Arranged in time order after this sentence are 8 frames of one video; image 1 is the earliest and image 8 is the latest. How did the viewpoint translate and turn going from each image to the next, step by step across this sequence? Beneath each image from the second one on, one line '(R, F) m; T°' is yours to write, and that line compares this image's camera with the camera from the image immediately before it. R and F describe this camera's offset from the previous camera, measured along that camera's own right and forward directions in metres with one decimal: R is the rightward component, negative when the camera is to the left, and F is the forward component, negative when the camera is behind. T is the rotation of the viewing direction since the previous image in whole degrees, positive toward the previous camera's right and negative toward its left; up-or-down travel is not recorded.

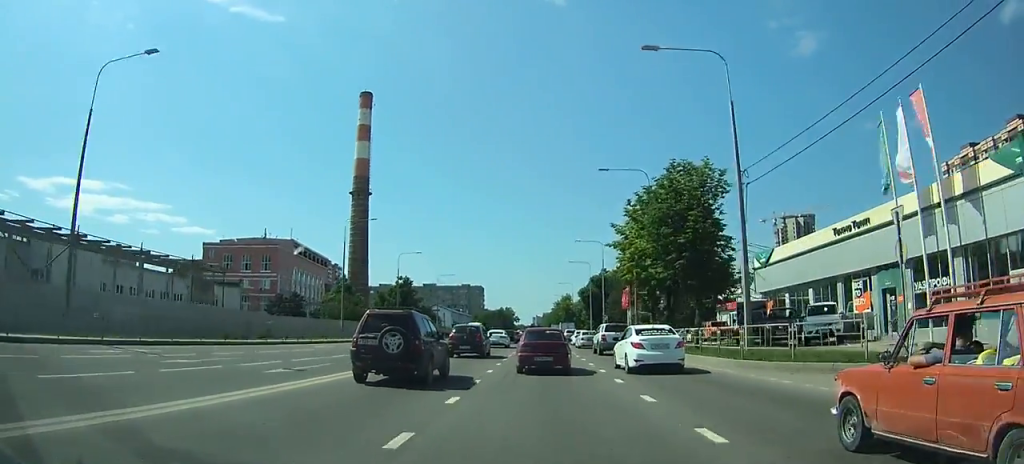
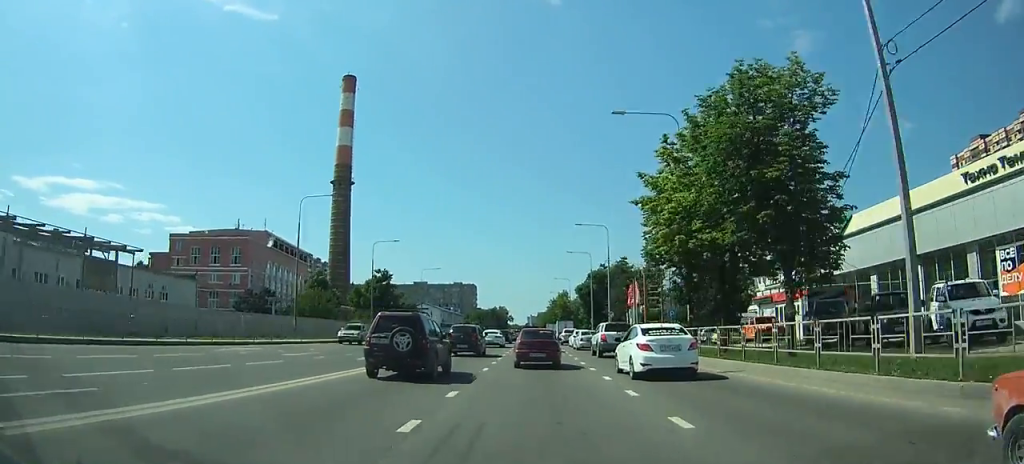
(+0.1, +9.6) m; +1°
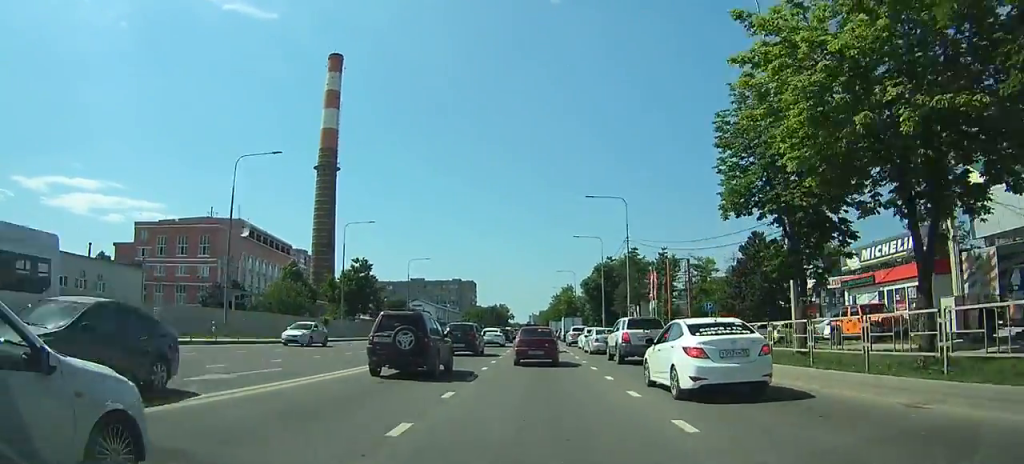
(+0.1, +11.1) m; 0°
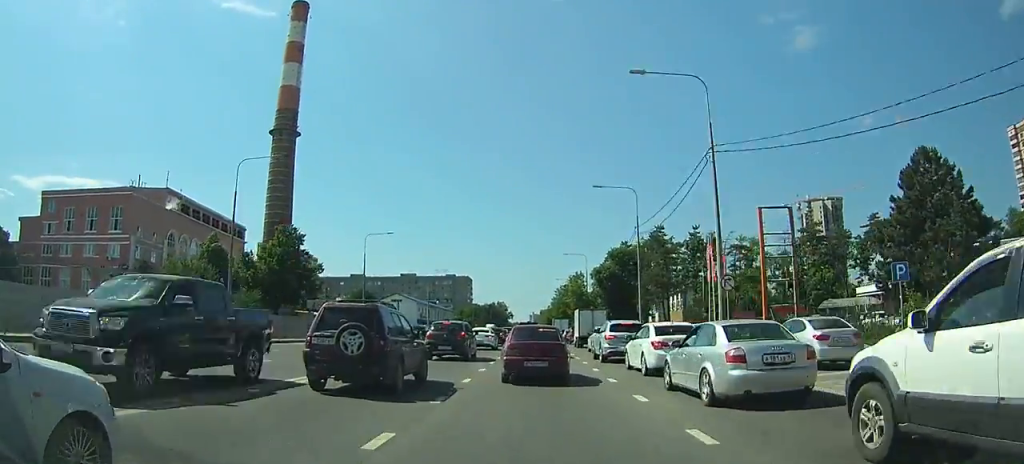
(-0.2, +24.5) m; -1°
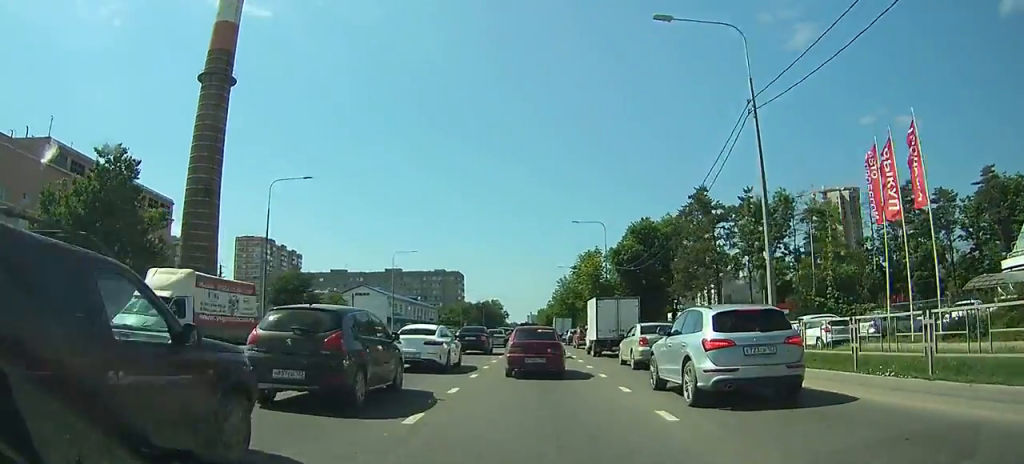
(-0.2, +31.2) m; 0°
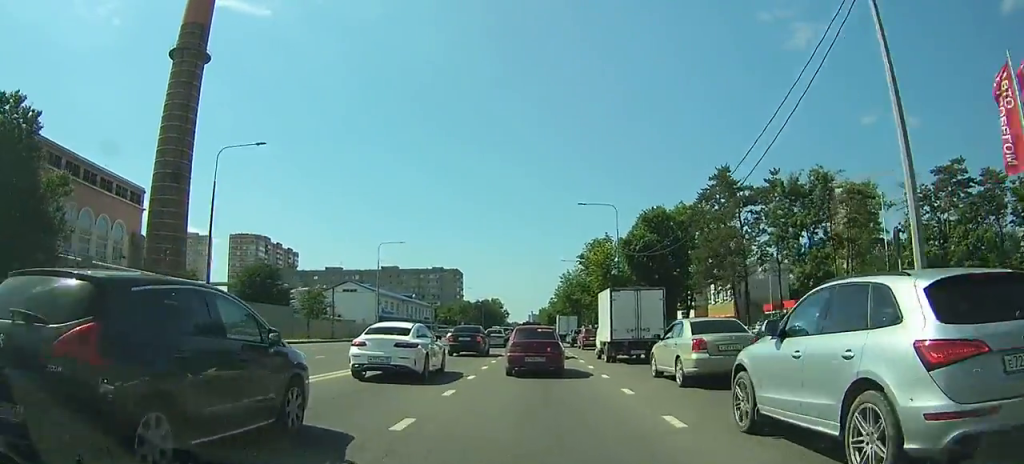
(0.0, +8.6) m; 0°
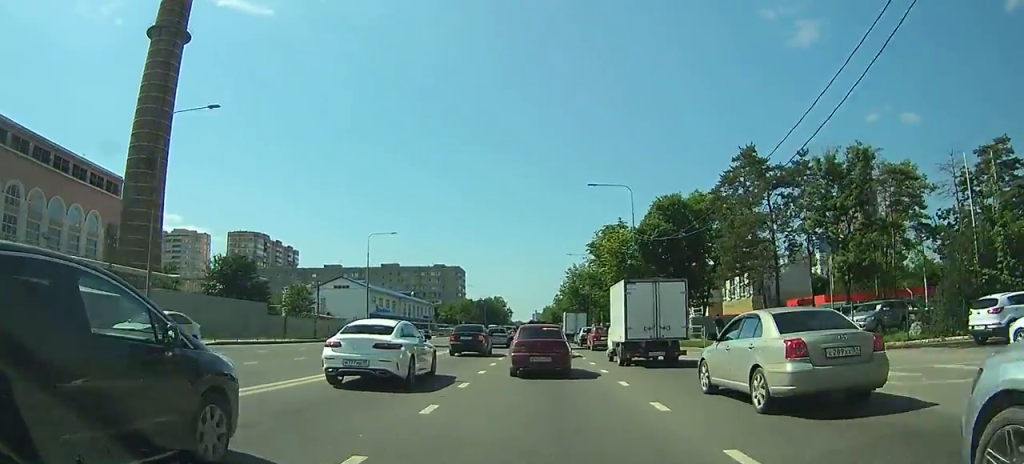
(0.0, +6.0) m; +1°
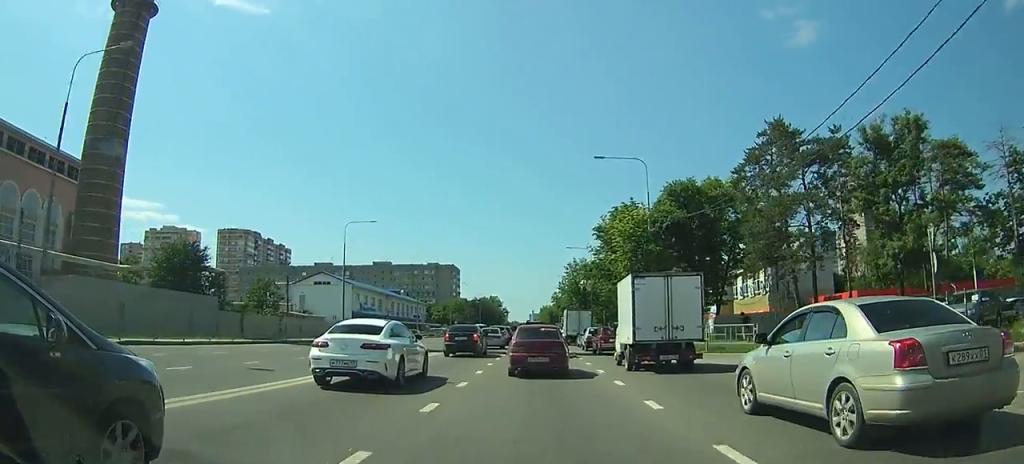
(0.0, +7.4) m; +1°
